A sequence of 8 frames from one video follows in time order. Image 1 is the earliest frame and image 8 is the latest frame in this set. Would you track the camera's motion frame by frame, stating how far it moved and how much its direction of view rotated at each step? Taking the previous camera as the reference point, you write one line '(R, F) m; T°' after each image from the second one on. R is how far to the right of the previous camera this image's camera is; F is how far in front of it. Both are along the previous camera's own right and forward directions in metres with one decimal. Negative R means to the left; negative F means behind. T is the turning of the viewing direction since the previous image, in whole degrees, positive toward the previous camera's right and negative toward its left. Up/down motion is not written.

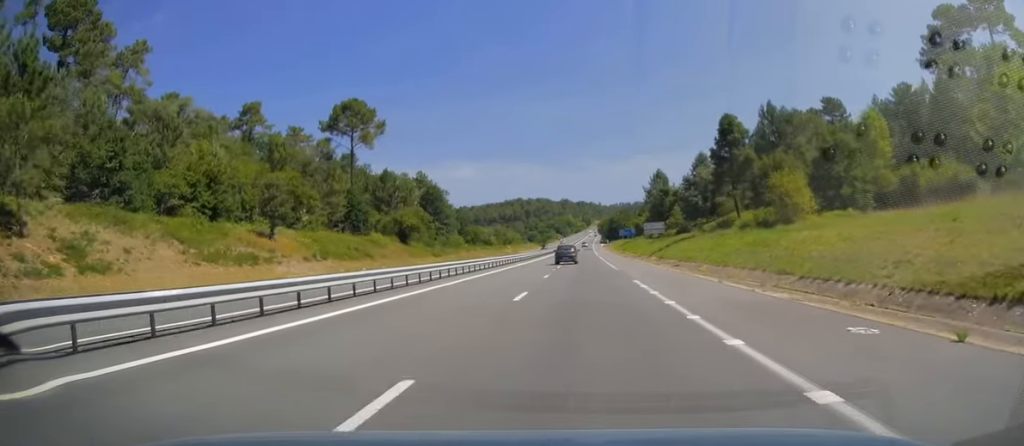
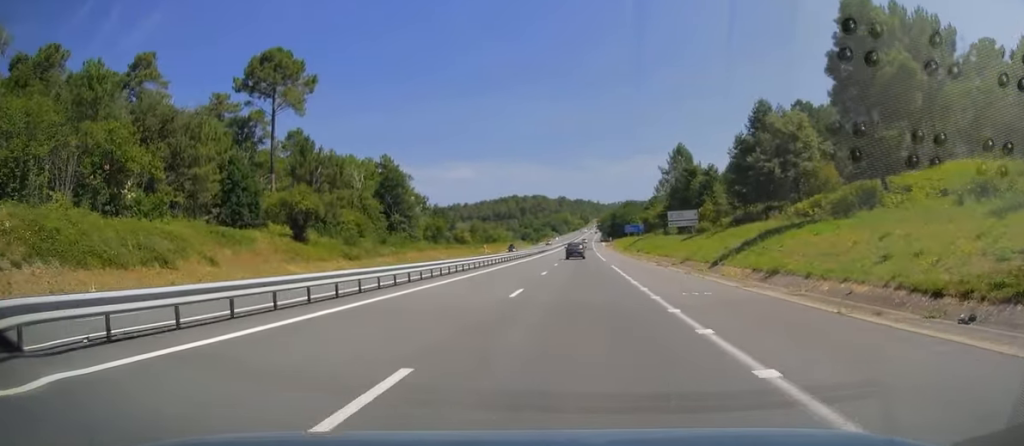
(+0.1, +38.9) m; 0°
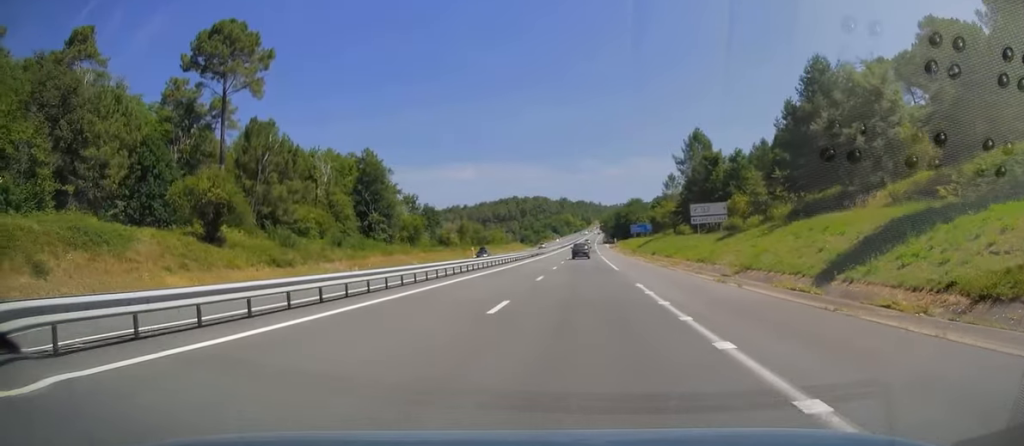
(-0.1, +17.3) m; 0°
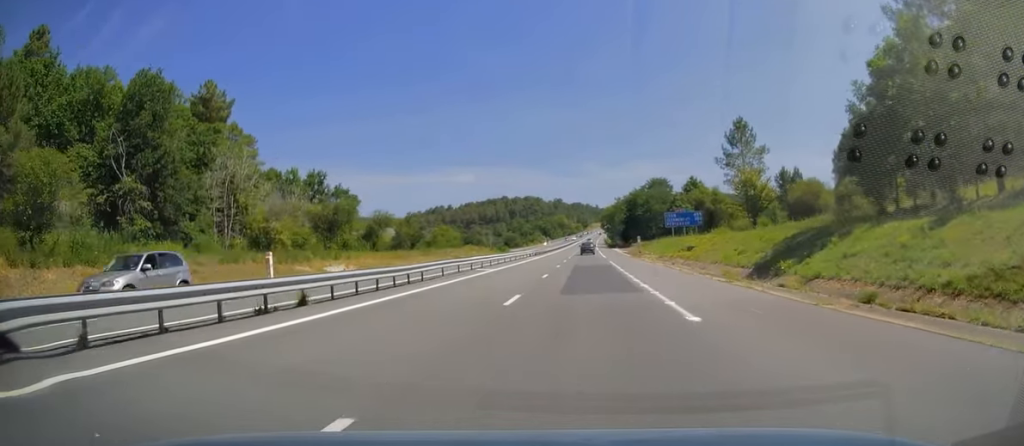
(+0.3, +77.4) m; 0°
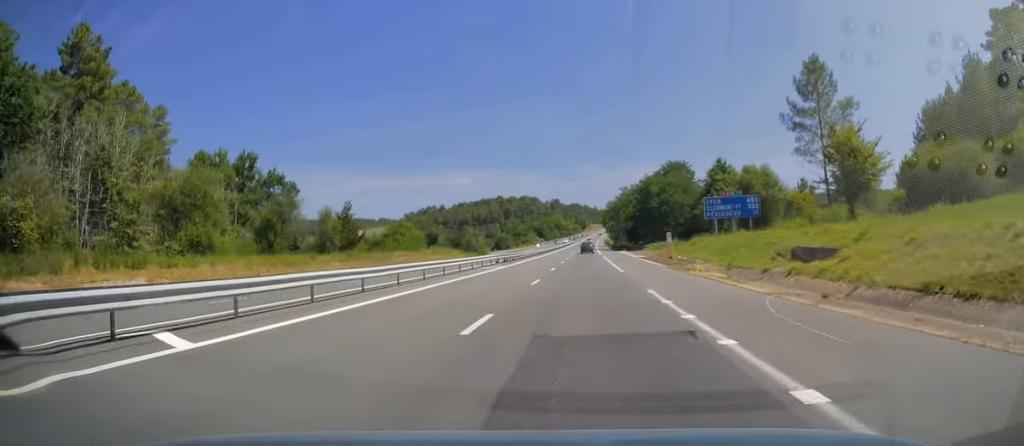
(0.0, +31.4) m; +1°
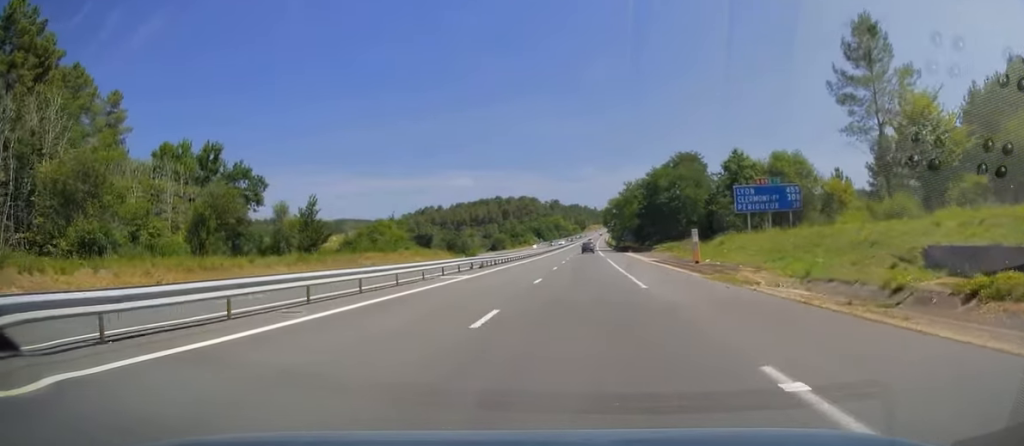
(+0.2, +12.3) m; 0°
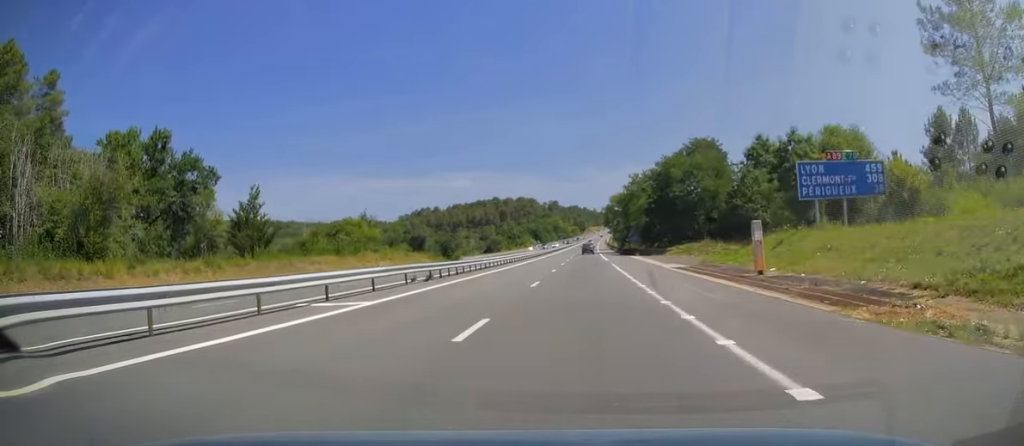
(0.0, +14.7) m; 0°
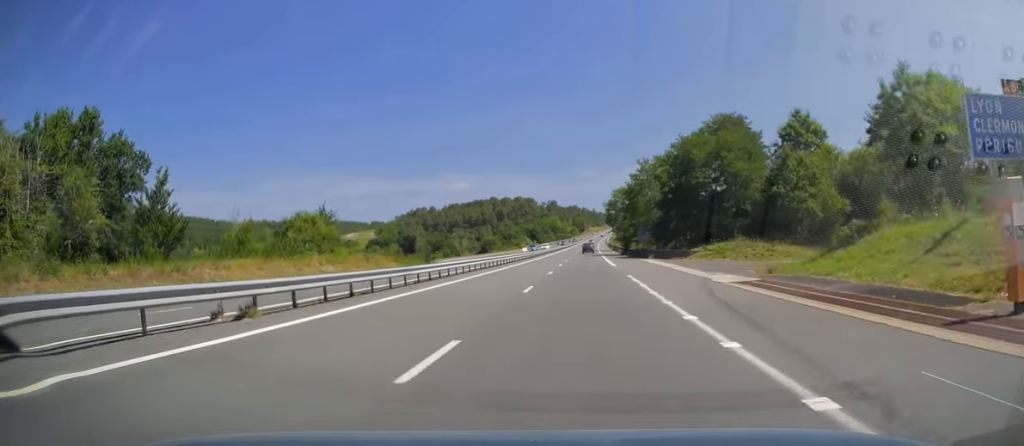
(-0.1, +16.1) m; 0°
